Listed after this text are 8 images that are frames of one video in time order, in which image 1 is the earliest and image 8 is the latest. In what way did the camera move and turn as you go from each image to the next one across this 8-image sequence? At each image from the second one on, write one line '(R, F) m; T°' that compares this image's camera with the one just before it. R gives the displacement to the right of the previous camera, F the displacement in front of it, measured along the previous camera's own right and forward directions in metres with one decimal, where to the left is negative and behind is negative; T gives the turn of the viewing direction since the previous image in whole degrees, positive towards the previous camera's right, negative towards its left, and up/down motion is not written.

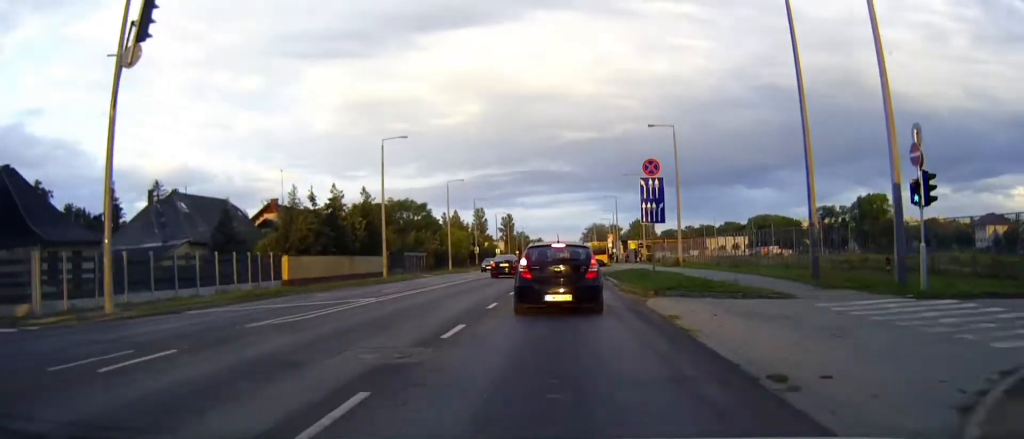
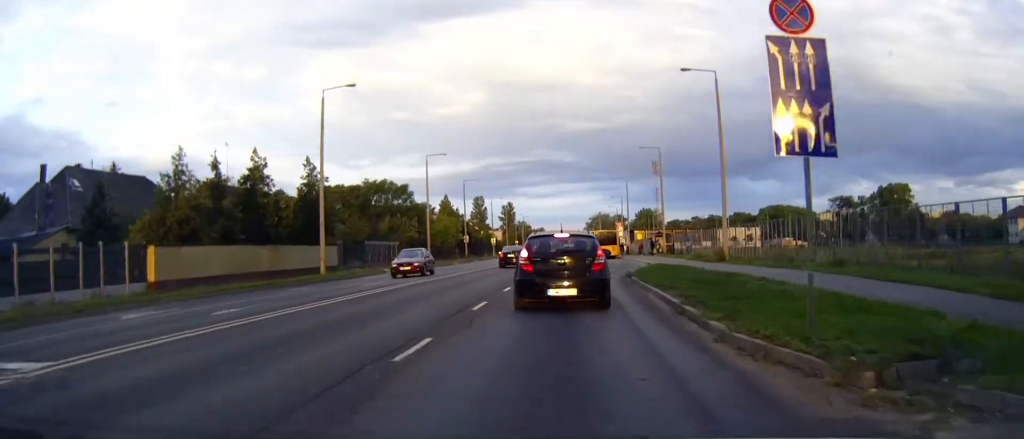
(0.0, +15.8) m; 0°
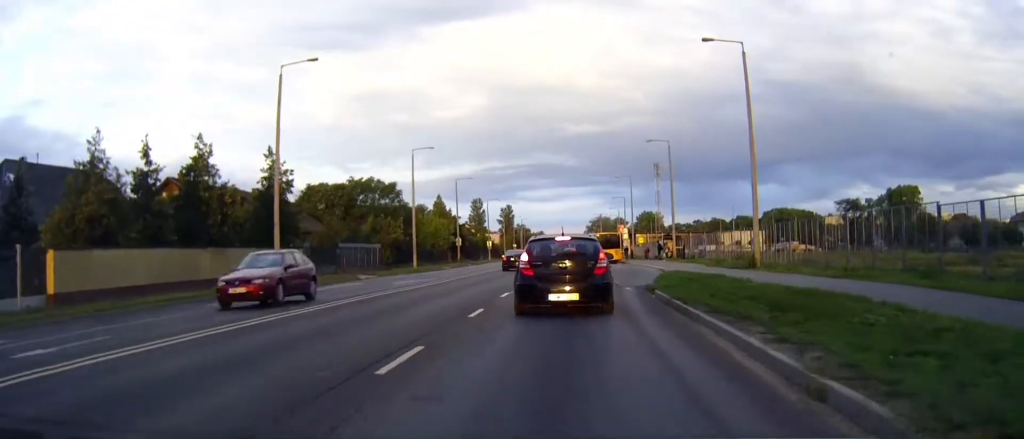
(0.0, +7.2) m; 0°
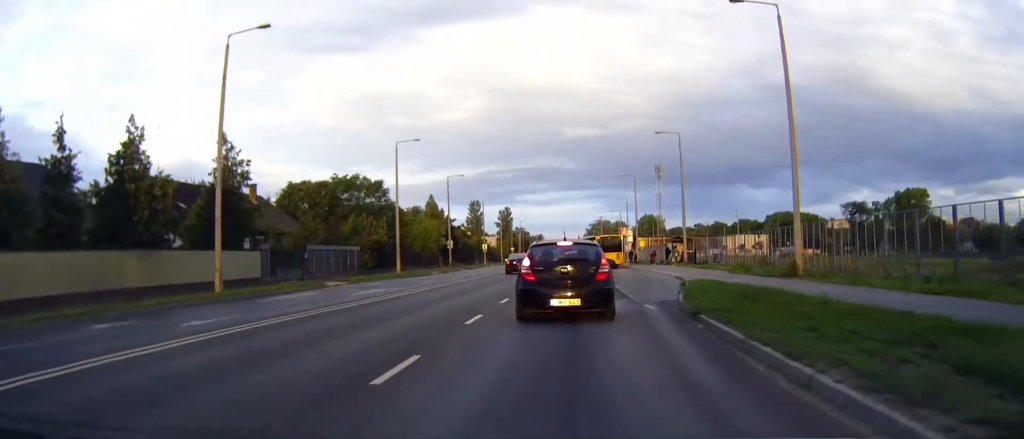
(0.0, +6.8) m; 0°
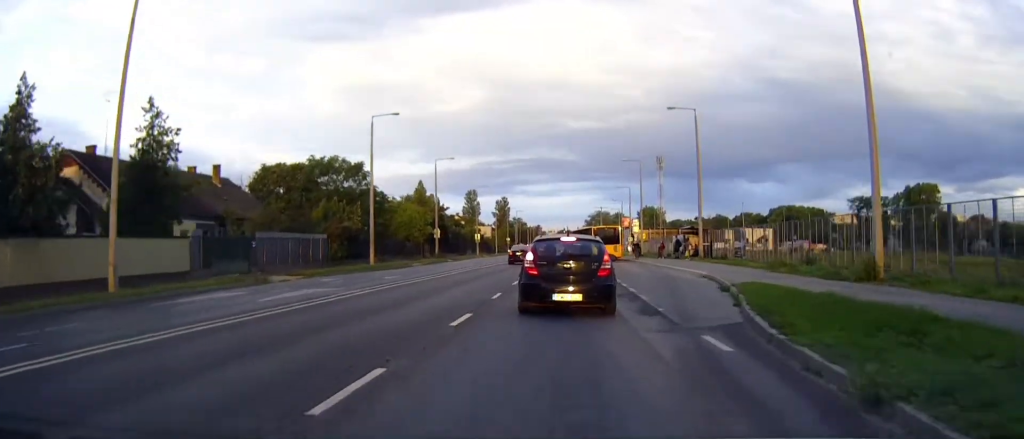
(0.0, +8.2) m; 0°
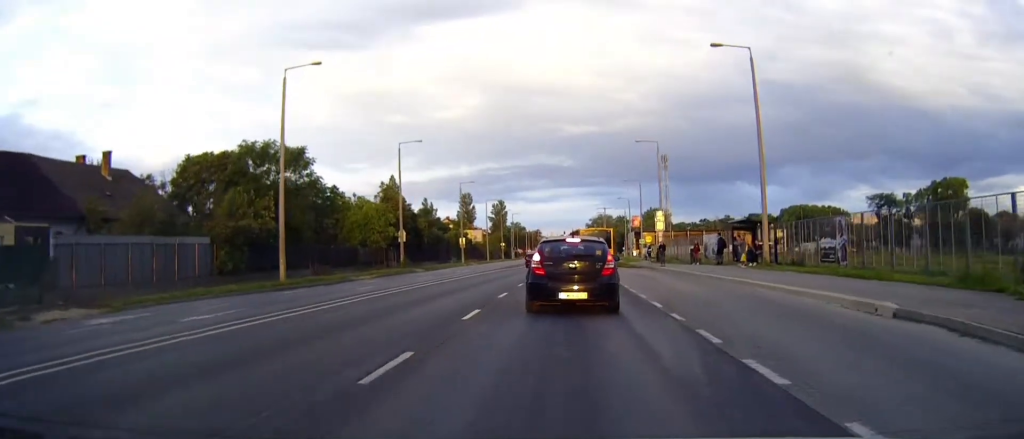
(0.0, +17.8) m; 0°
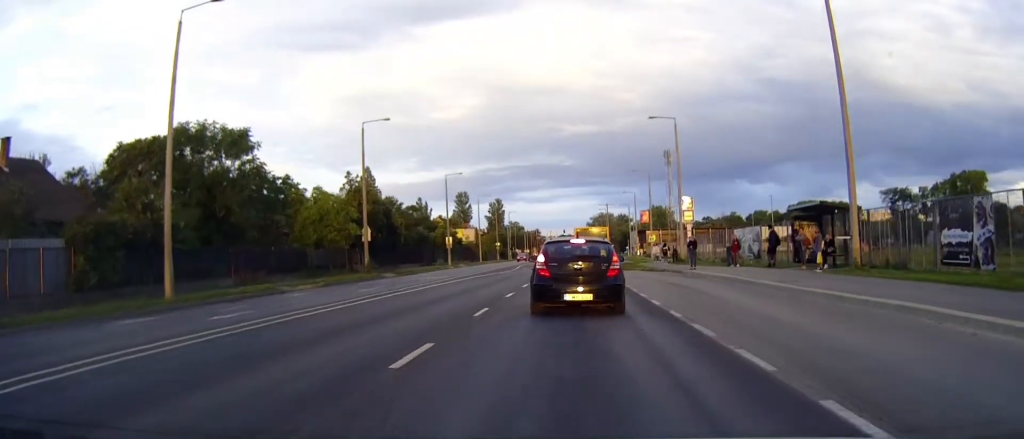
(0.0, +11.4) m; 0°
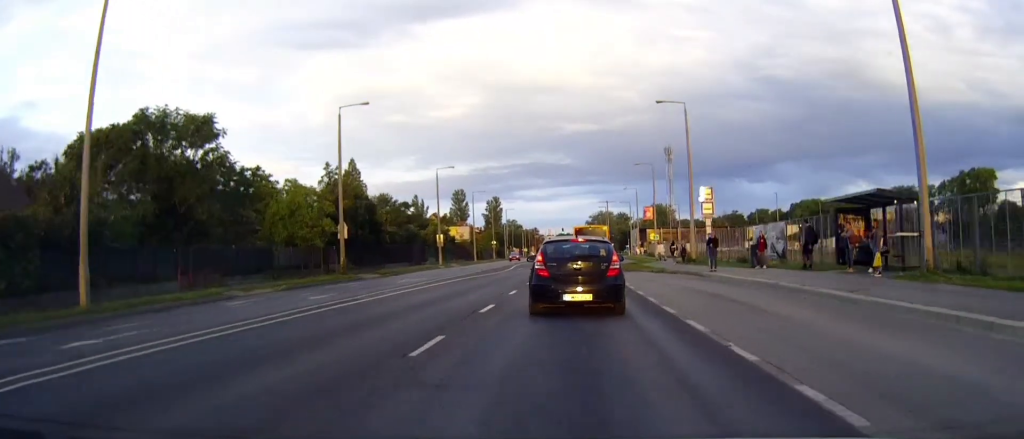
(0.0, +5.5) m; 0°
